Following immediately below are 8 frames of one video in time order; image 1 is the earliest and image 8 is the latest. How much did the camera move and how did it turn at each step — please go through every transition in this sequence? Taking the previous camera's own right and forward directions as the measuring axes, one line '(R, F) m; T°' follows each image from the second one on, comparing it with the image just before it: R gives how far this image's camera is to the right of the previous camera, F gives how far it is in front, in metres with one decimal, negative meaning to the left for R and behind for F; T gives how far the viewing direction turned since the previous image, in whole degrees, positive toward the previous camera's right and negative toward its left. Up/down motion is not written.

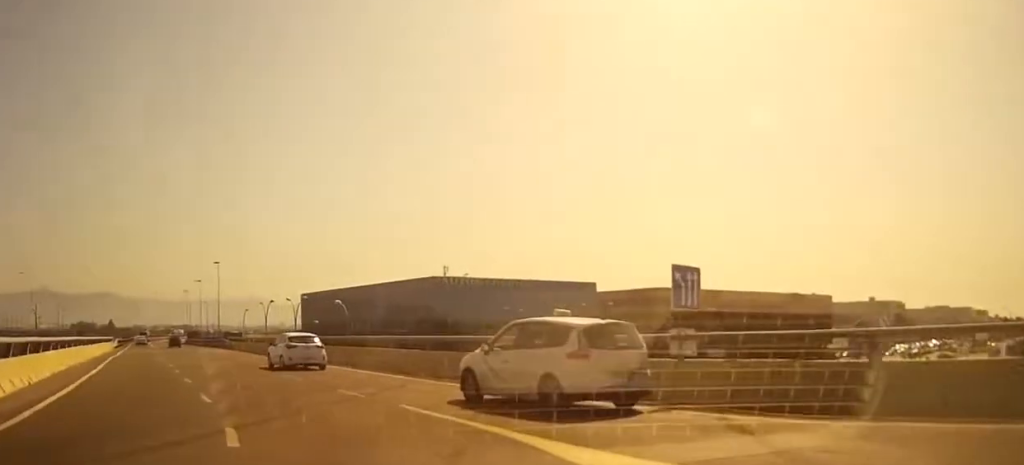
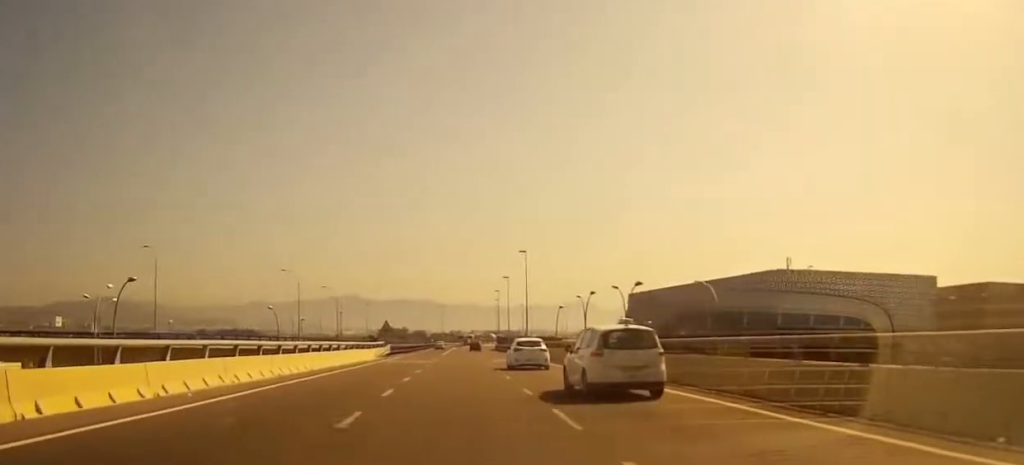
(-5.5, +18.1) m; -25°
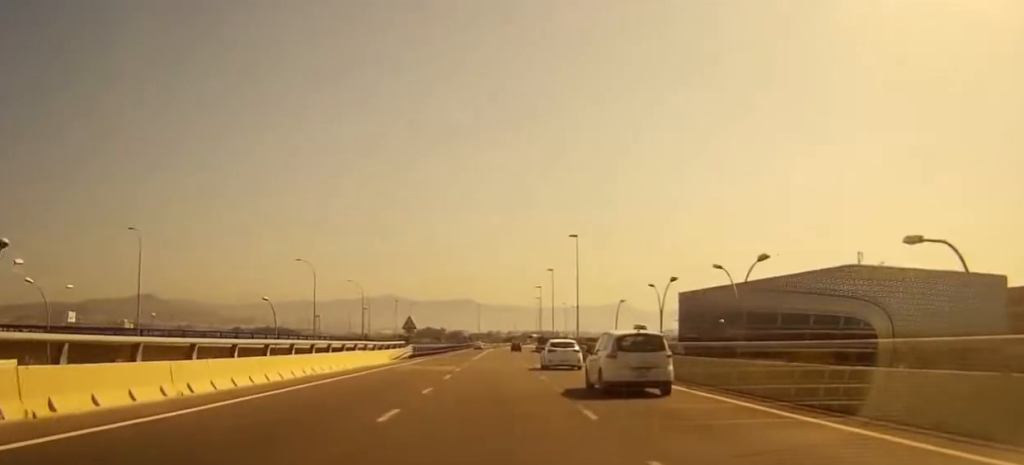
(+0.1, +14.1) m; +2°
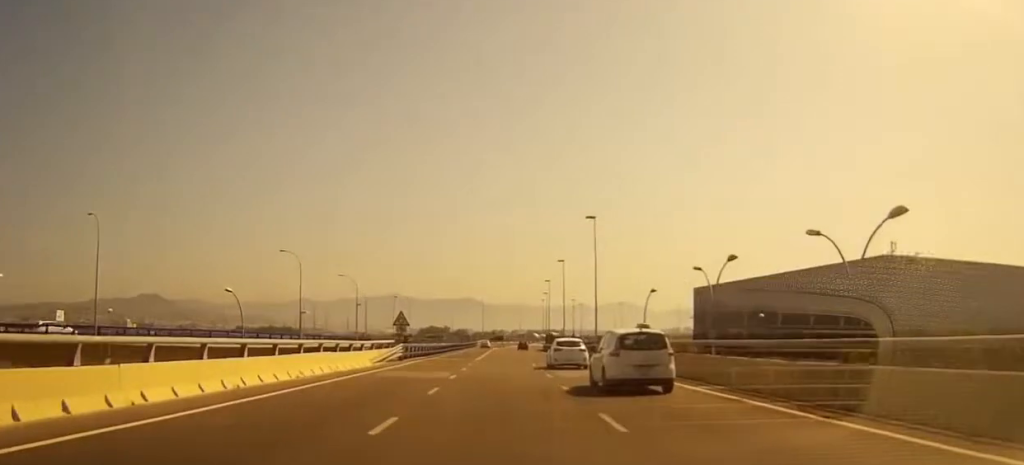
(+0.1, +9.7) m; +1°
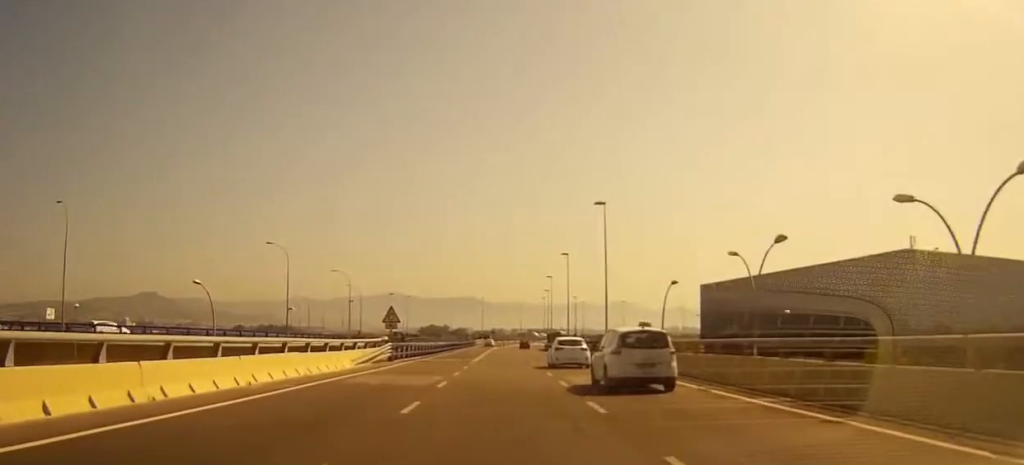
(0.0, +5.5) m; +1°
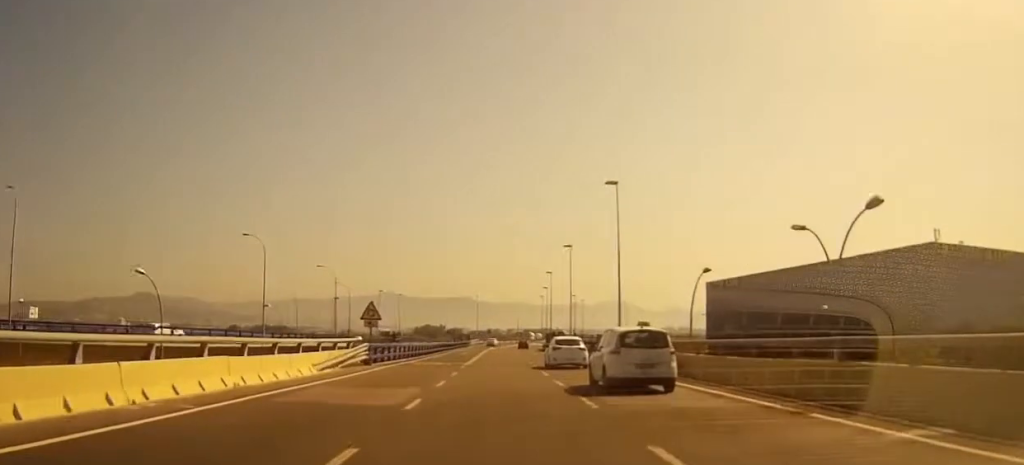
(0.0, +7.3) m; +1°
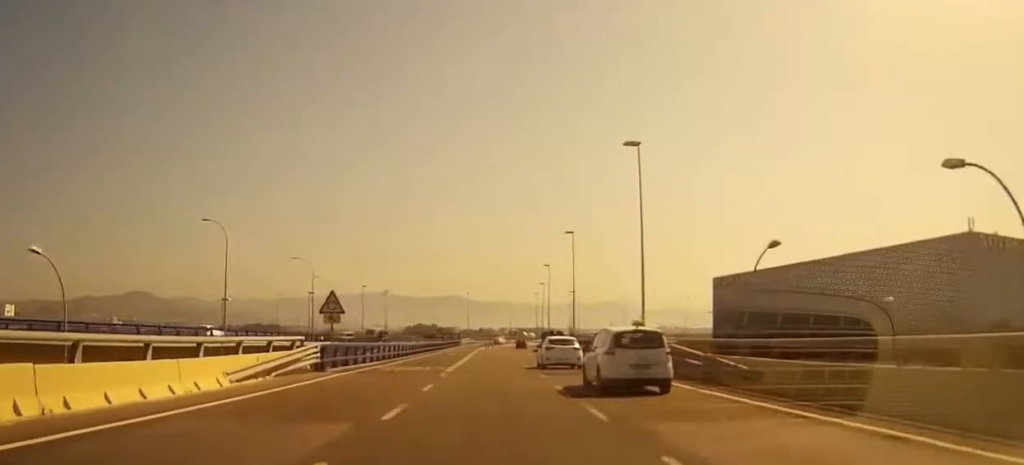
(+0.1, +9.3) m; +1°
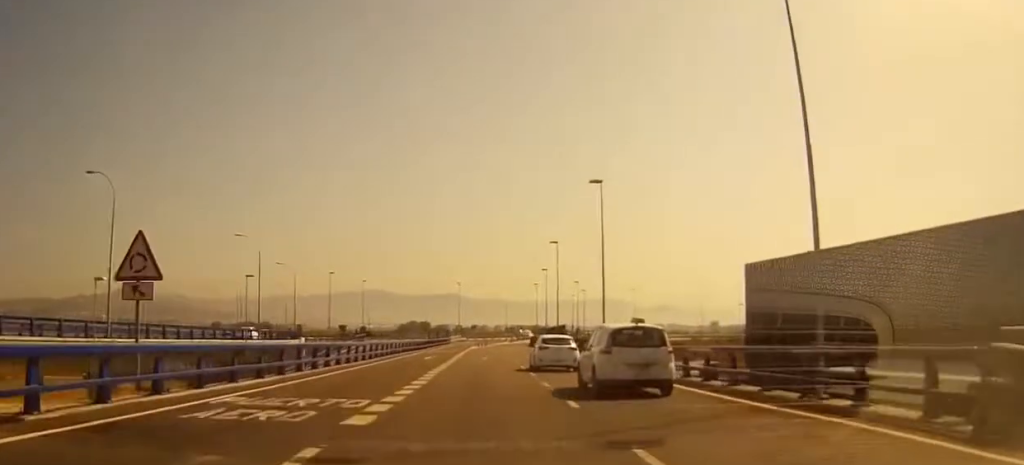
(+0.3, +20.2) m; 0°
